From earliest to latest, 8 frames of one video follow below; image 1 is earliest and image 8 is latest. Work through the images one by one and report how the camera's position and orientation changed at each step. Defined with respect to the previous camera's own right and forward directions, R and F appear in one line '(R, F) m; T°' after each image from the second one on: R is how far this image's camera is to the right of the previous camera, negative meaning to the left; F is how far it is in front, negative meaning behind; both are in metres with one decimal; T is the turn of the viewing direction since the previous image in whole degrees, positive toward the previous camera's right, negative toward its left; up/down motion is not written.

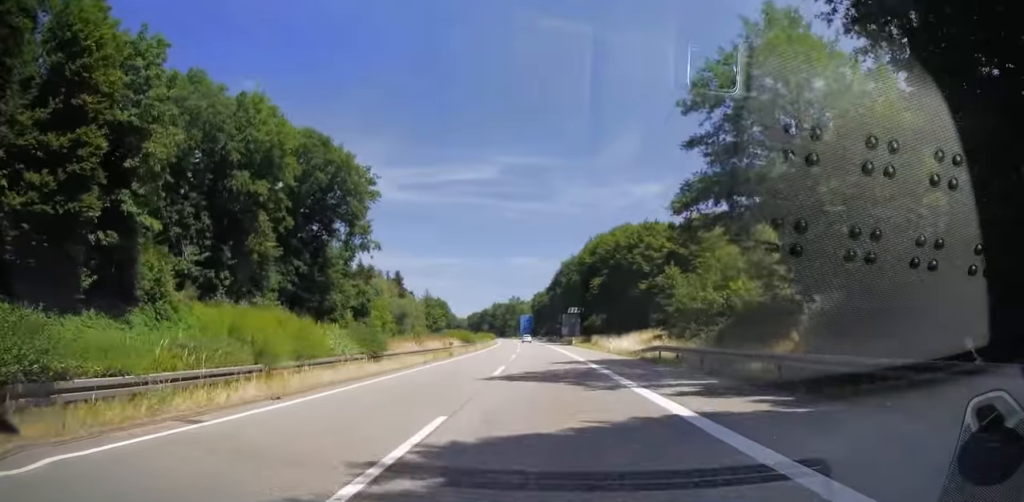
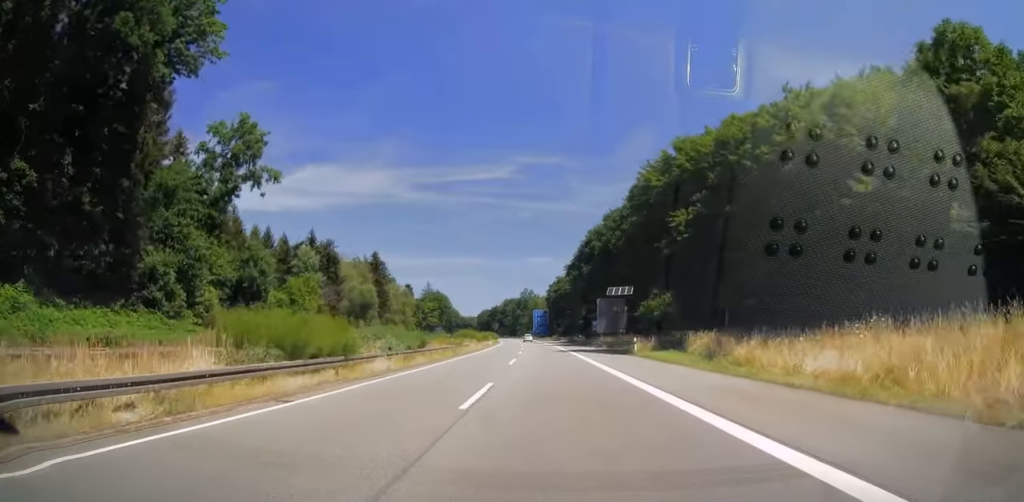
(-0.6, +46.7) m; -2°
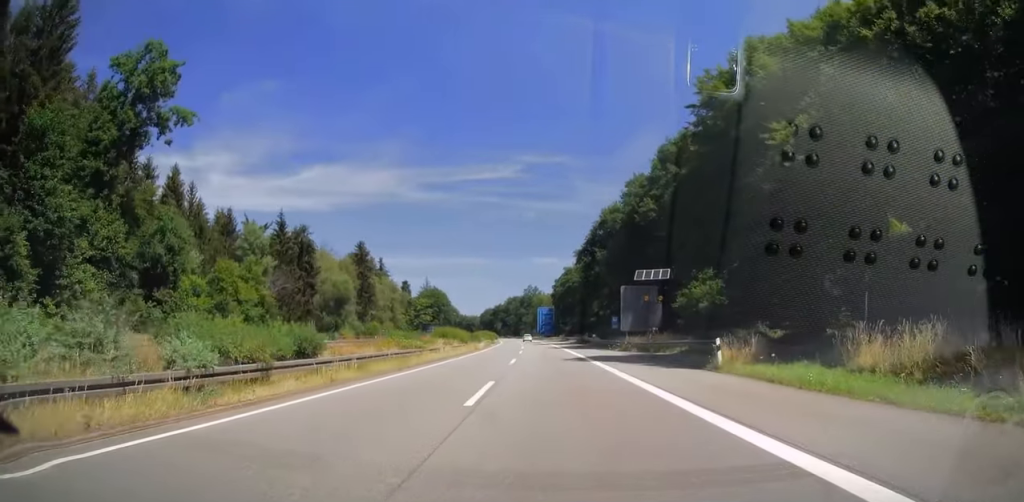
(-0.2, +17.7) m; -1°
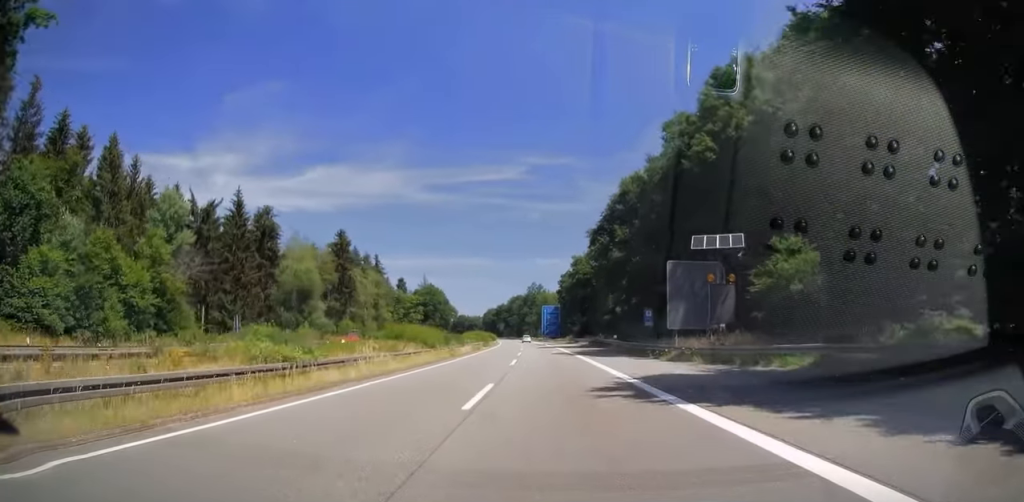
(-0.1, +18.2) m; -1°
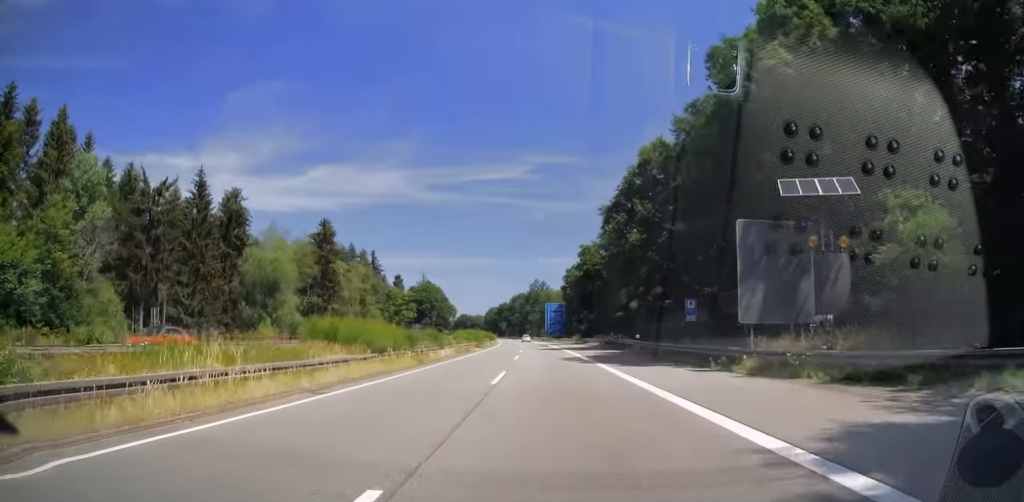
(0.0, +12.3) m; 0°
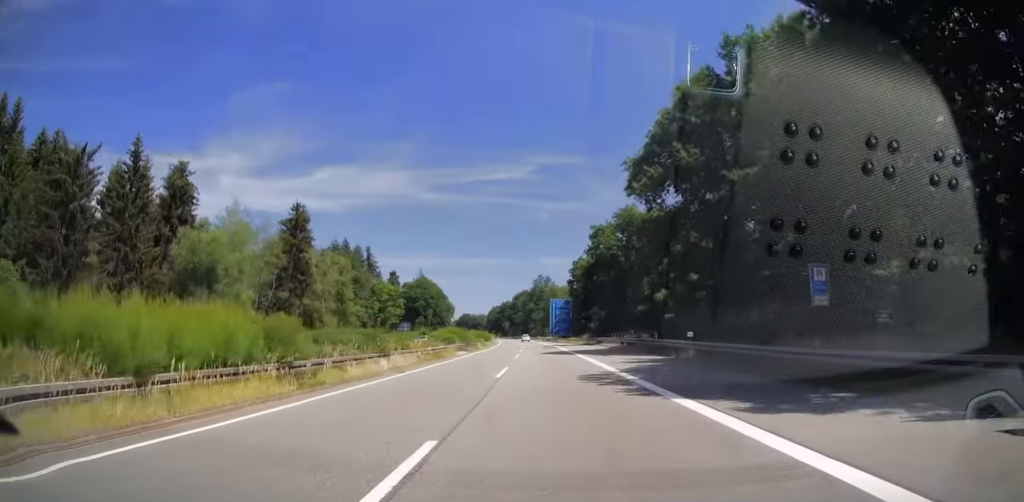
(0.0, +15.8) m; 0°
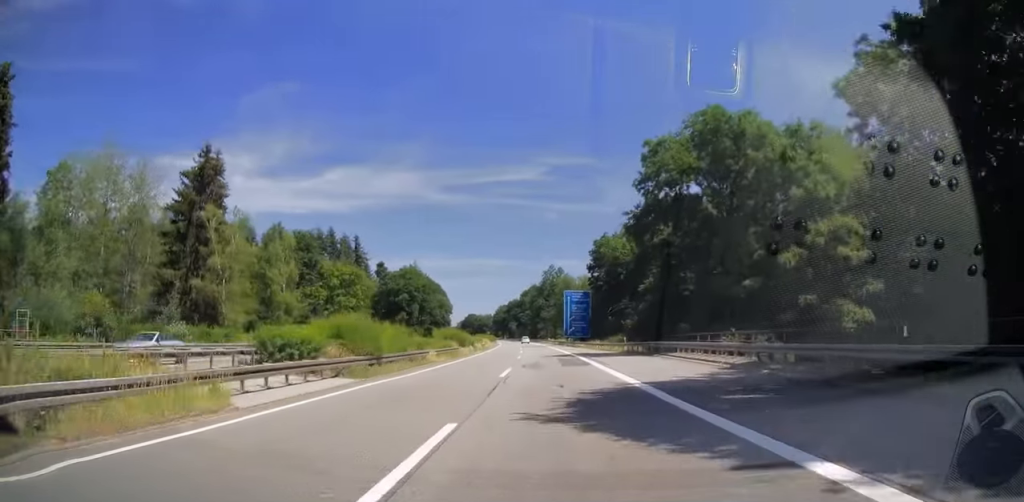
(-0.5, +34.4) m; -1°
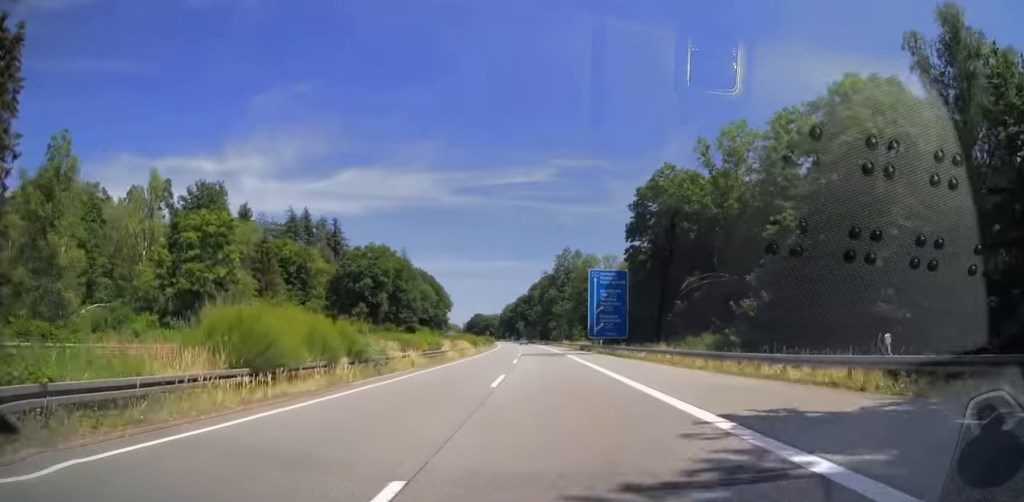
(-0.1, +39.8) m; 0°
